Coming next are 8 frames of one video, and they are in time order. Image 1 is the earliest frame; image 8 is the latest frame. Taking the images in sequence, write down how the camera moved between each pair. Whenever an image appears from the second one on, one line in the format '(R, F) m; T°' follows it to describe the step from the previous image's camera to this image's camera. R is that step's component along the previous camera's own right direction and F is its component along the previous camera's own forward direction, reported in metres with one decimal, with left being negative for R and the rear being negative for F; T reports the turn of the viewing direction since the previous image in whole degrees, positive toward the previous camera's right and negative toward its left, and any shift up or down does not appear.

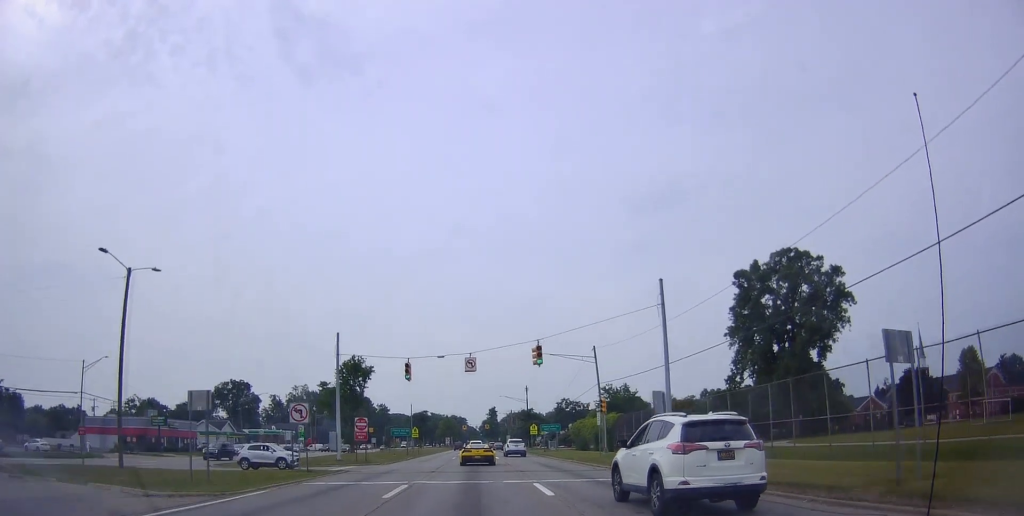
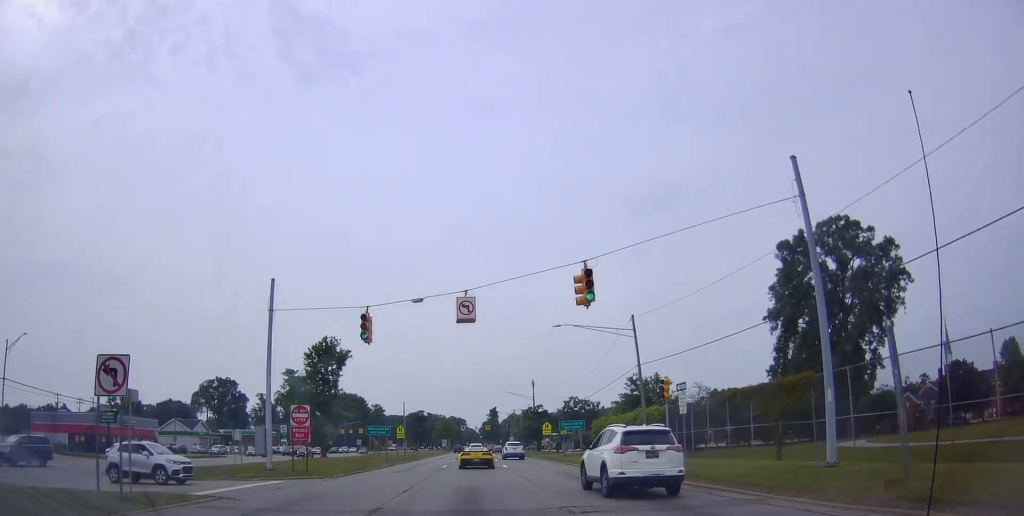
(+0.1, +15.3) m; +1°
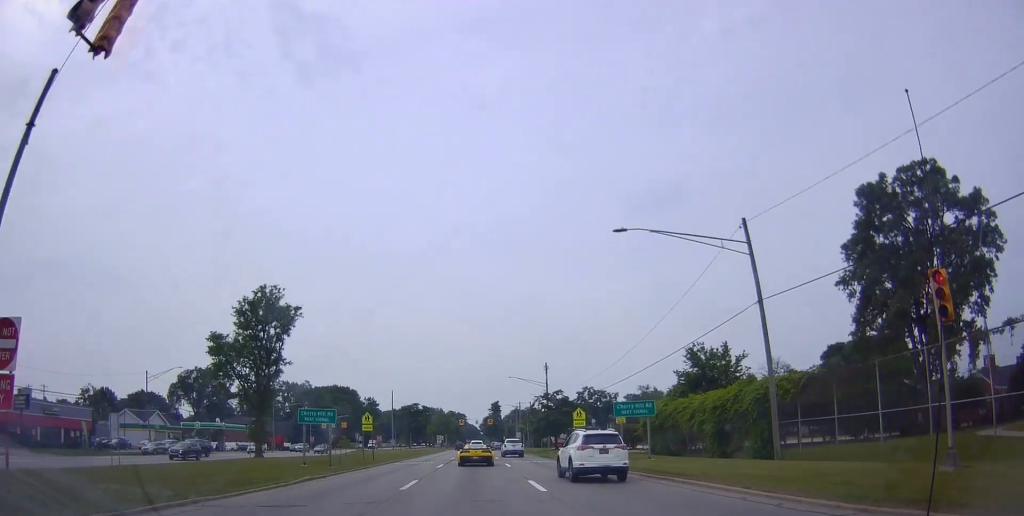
(+0.4, +20.5) m; +2°
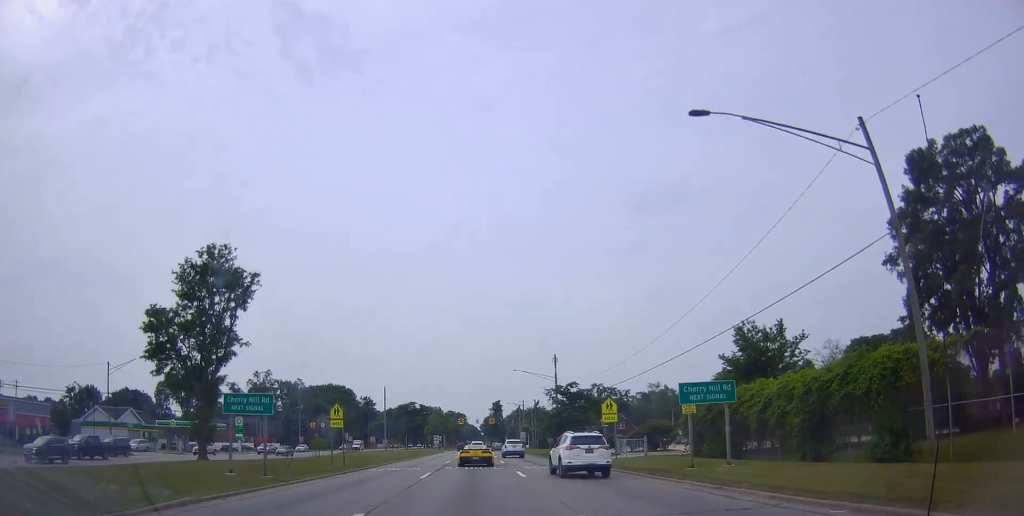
(+0.1, +10.3) m; 0°
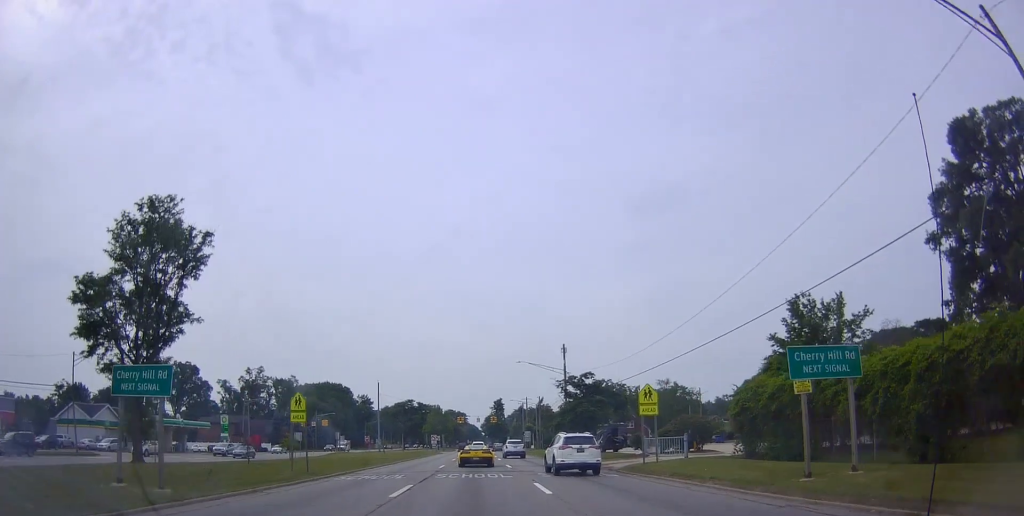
(0.0, +8.0) m; -1°
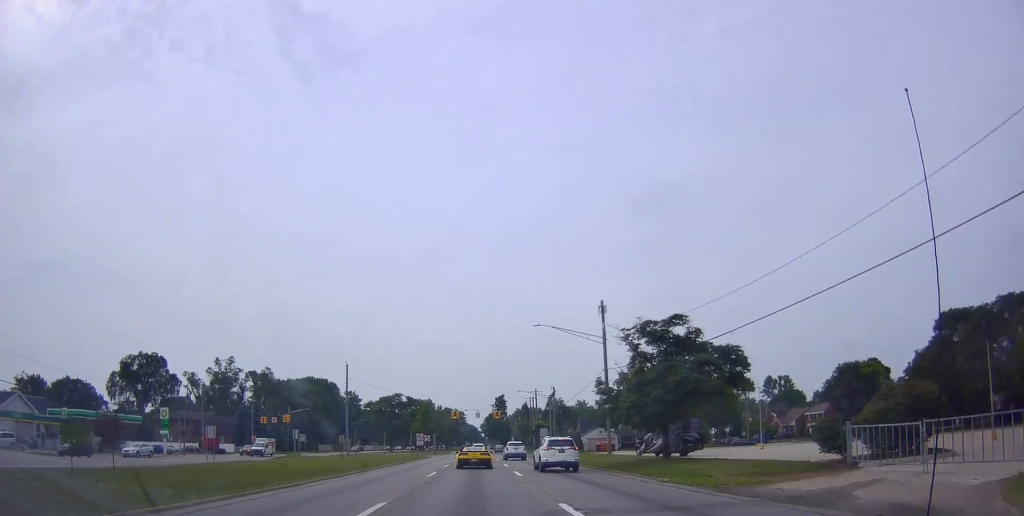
(-0.6, +24.2) m; -2°
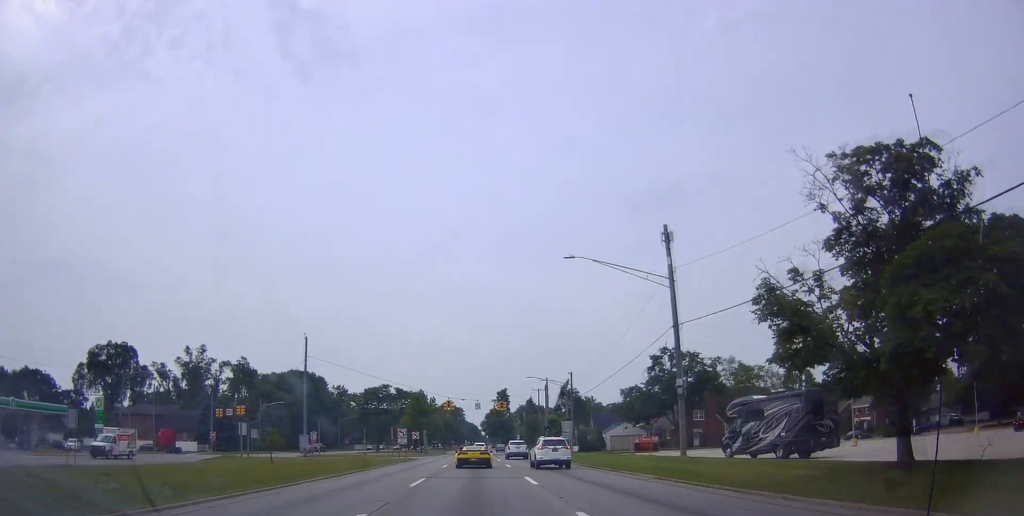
(-0.1, +19.1) m; 0°
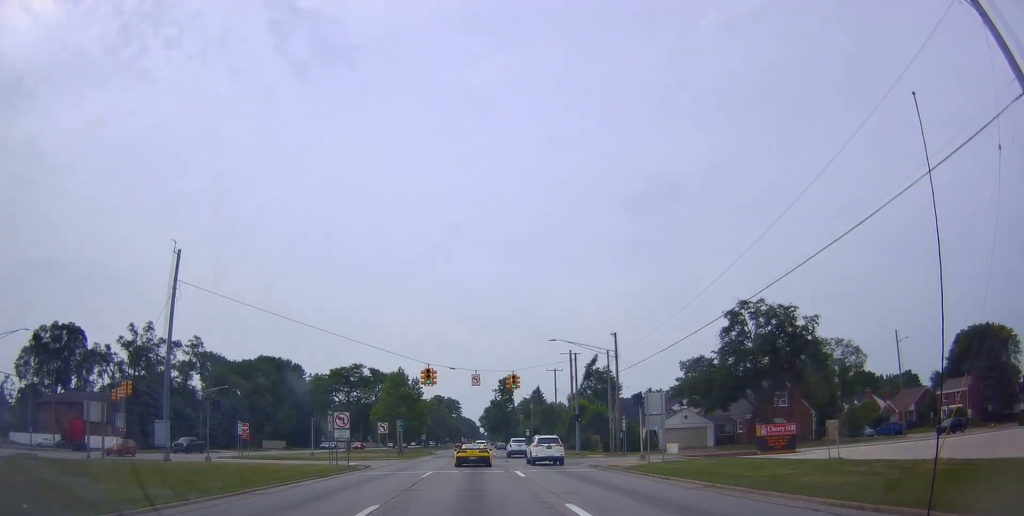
(+0.3, +26.3) m; +1°
